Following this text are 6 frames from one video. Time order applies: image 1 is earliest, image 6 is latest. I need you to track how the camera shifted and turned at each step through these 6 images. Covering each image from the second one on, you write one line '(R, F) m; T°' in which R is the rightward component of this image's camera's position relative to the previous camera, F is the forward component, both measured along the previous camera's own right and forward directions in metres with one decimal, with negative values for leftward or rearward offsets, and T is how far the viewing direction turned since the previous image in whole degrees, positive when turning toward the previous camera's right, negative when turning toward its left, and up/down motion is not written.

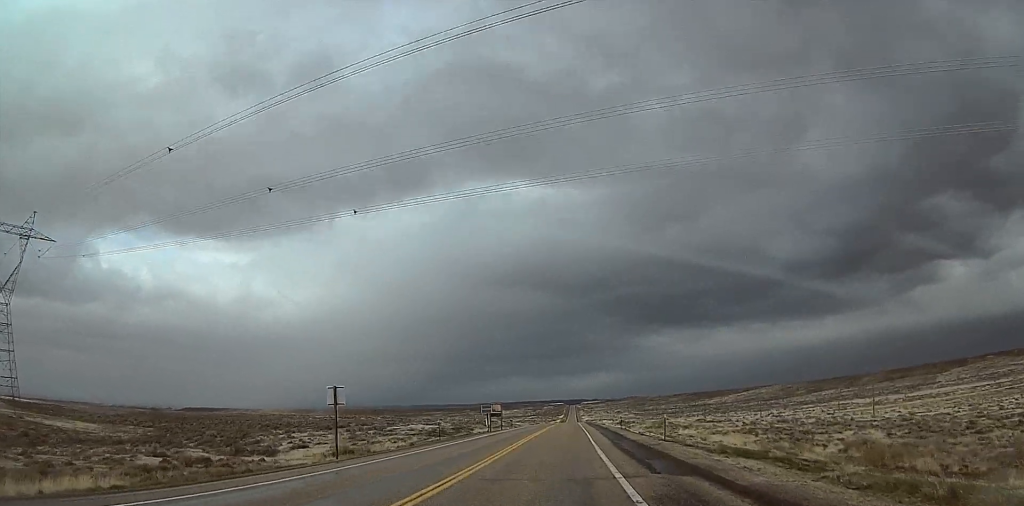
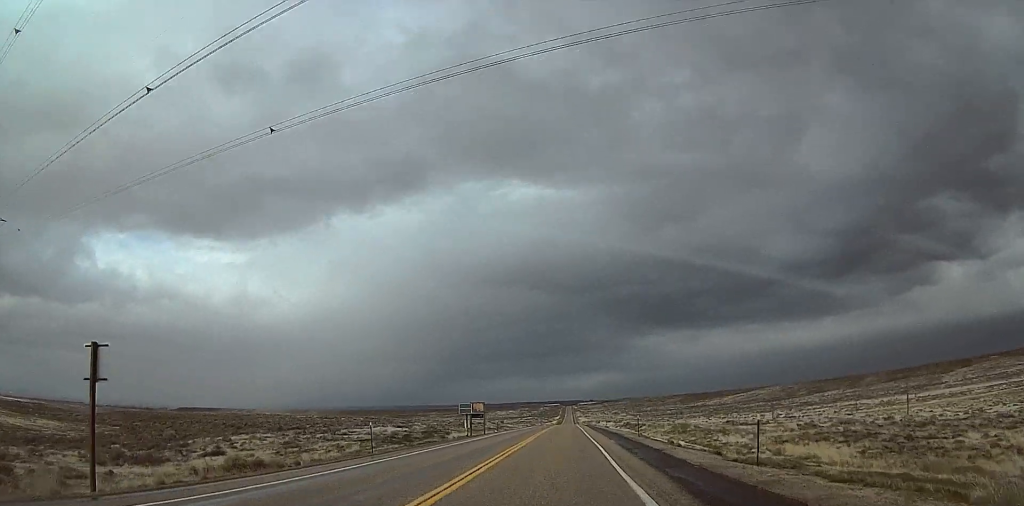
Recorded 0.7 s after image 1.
(0.0, +17.4) m; 0°
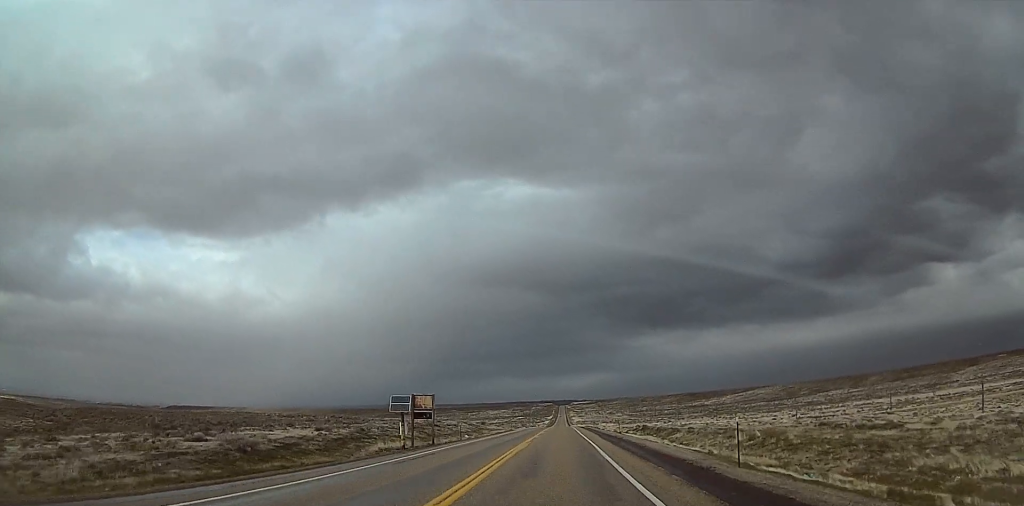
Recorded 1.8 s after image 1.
(0.0, +29.0) m; 0°
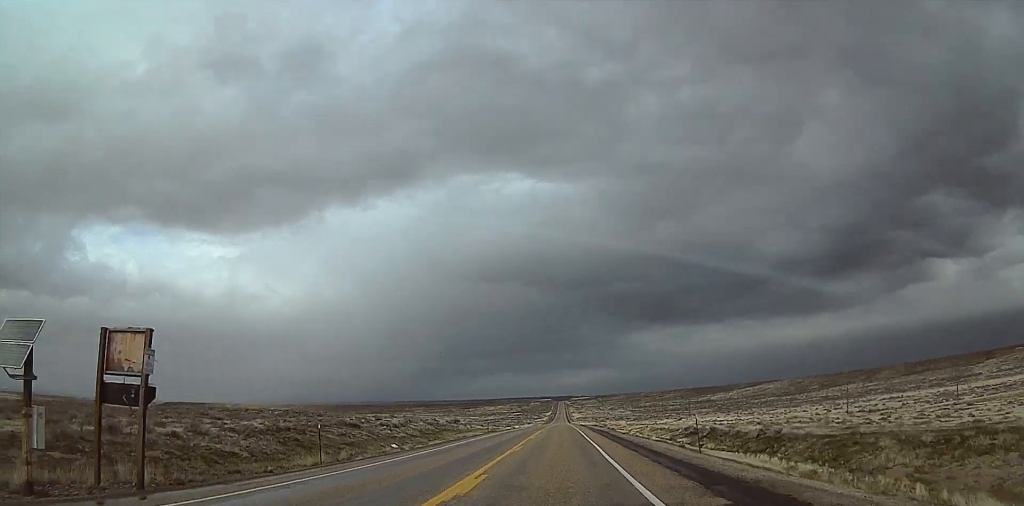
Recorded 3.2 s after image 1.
(+1.2, +36.8) m; +3°
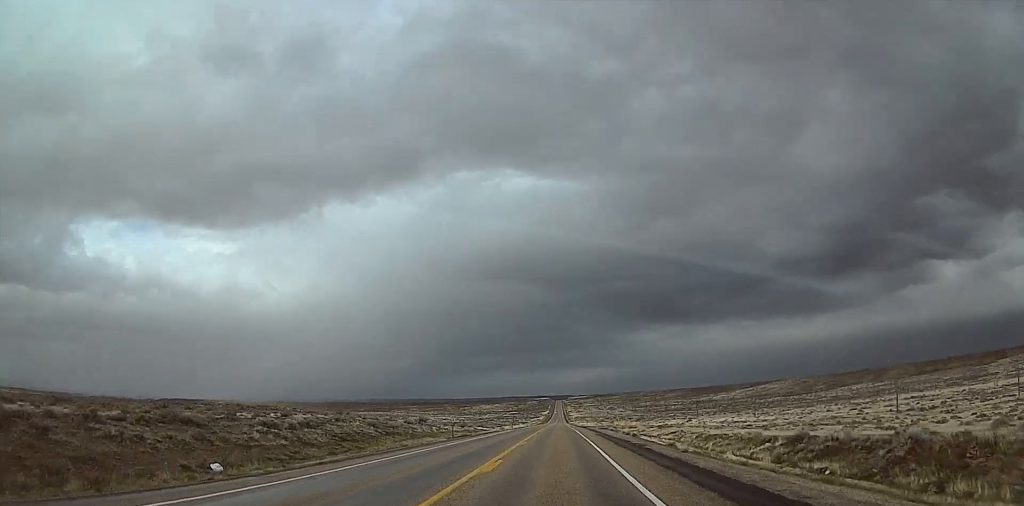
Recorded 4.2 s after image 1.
(+0.2, +25.9) m; -1°
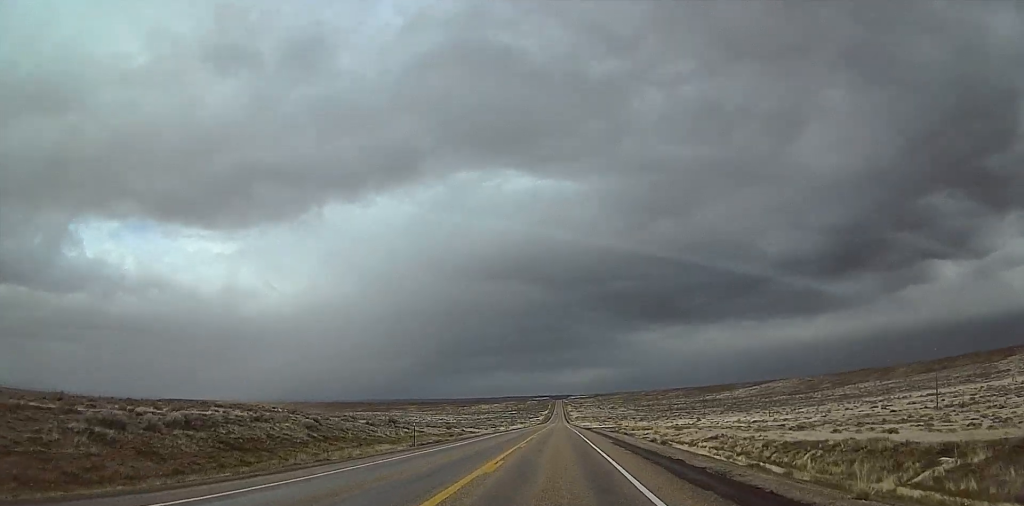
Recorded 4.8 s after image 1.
(-0.3, +15.4) m; -1°
